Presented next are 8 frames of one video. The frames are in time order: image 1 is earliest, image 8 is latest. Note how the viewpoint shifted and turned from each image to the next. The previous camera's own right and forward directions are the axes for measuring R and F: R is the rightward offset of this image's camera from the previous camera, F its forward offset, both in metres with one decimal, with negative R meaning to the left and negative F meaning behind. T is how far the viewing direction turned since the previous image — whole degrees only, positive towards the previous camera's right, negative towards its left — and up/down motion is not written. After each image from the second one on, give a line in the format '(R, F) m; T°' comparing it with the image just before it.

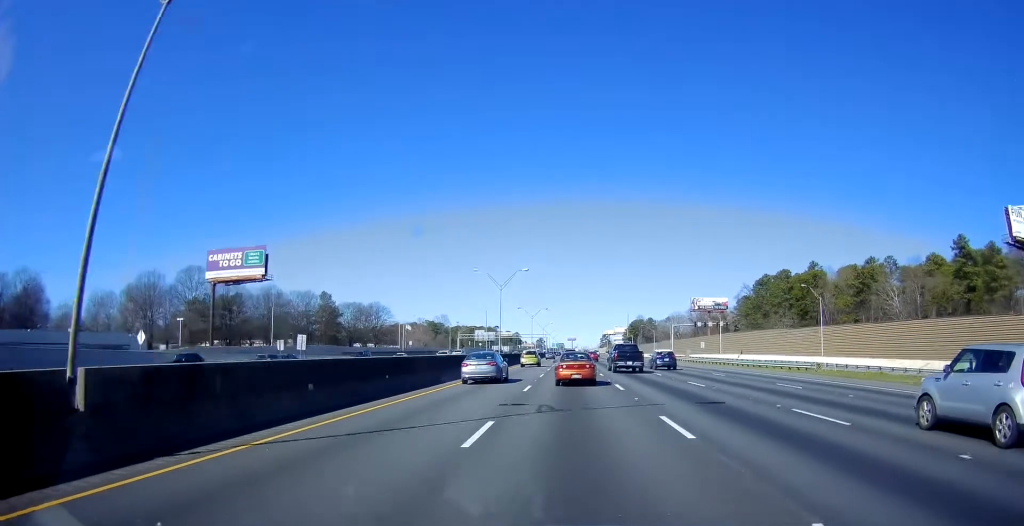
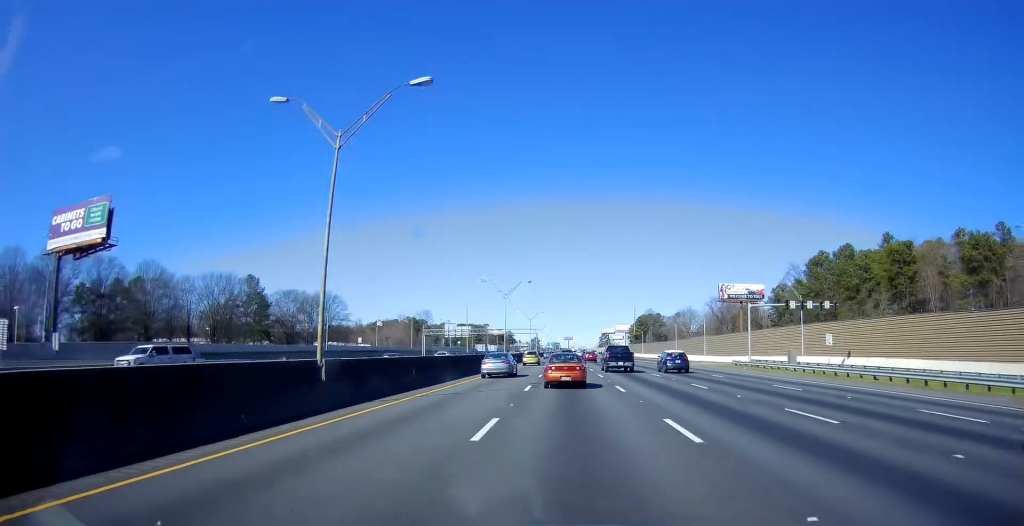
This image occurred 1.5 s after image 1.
(+0.7, +48.0) m; 0°
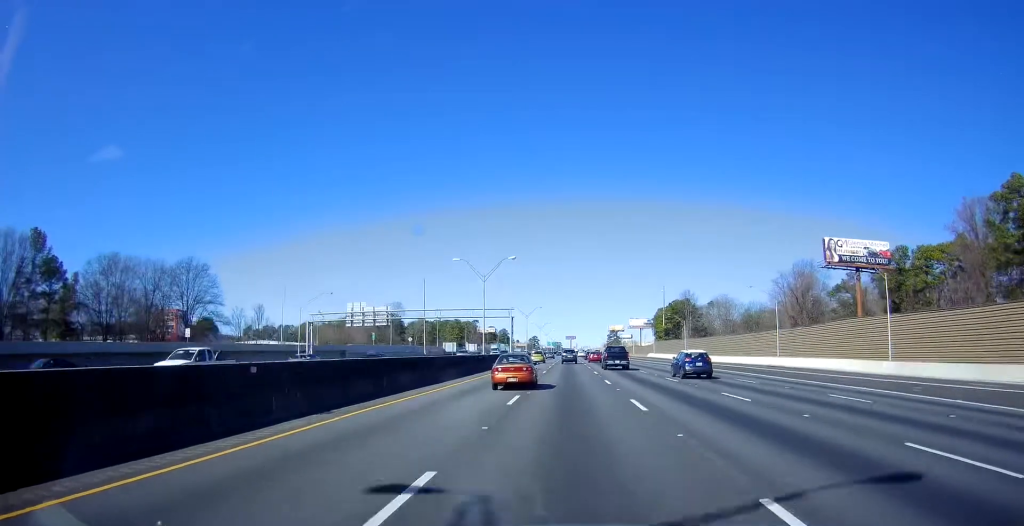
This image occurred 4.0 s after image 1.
(+0.3, +78.2) m; 0°
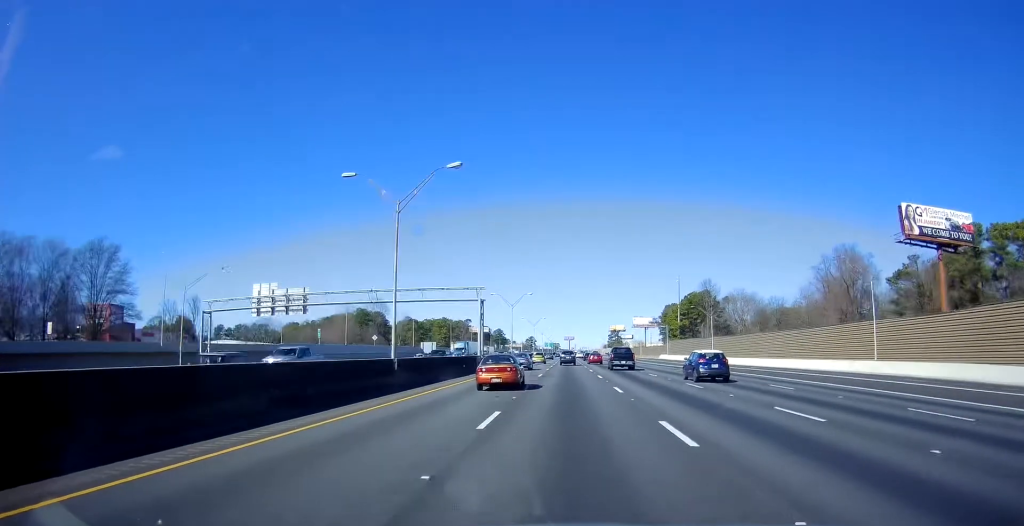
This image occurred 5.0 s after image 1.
(-0.2, +28.8) m; 0°
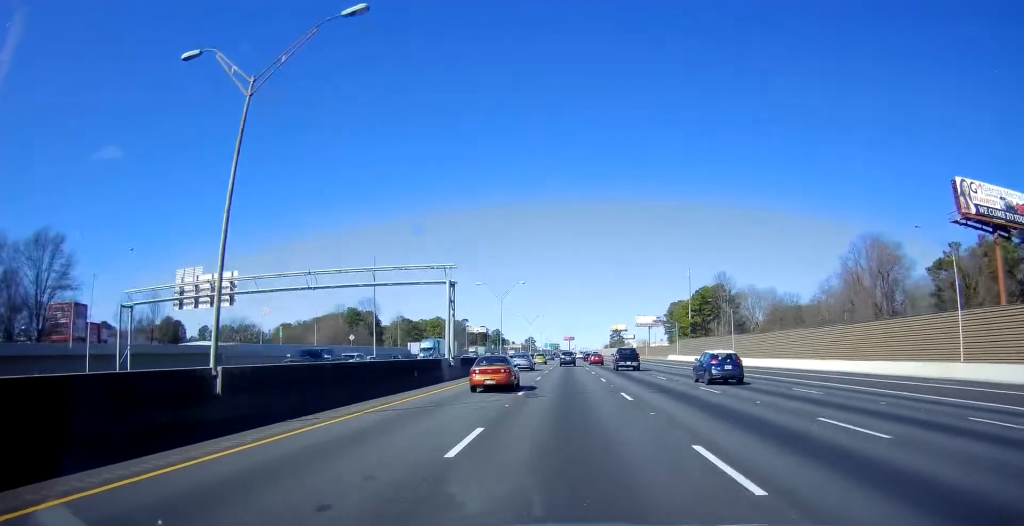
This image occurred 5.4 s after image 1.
(+0.2, +14.4) m; +1°
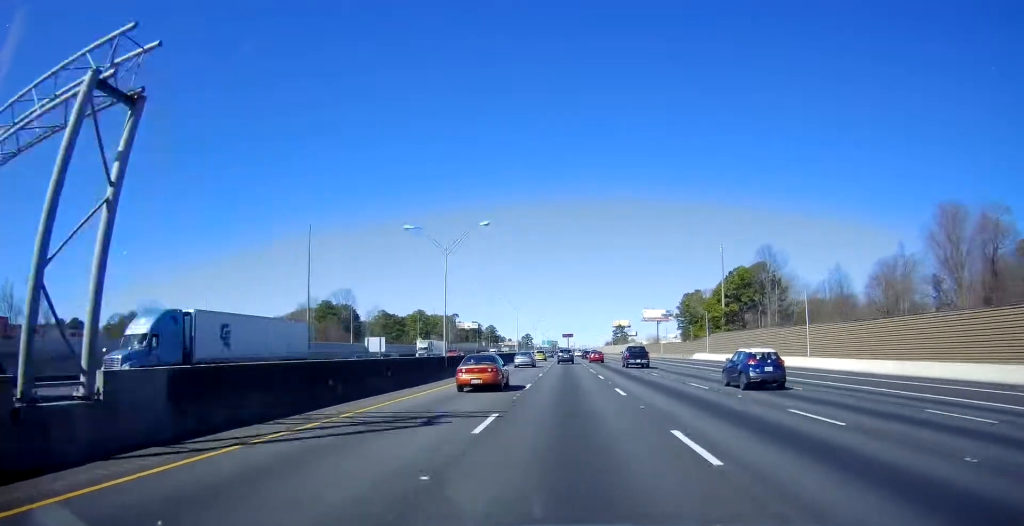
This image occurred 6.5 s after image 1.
(+0.3, +33.2) m; 0°
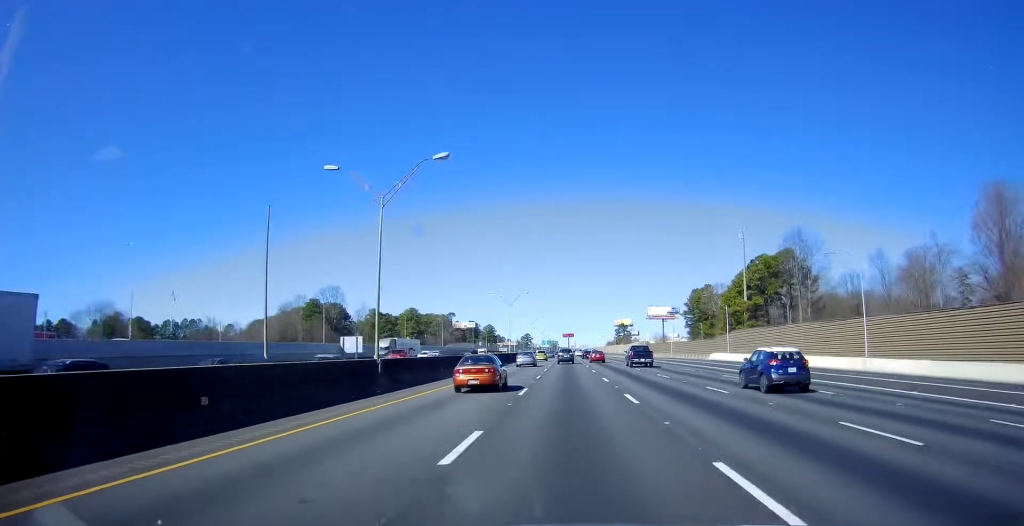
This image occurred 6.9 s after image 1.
(0.0, +14.7) m; 0°
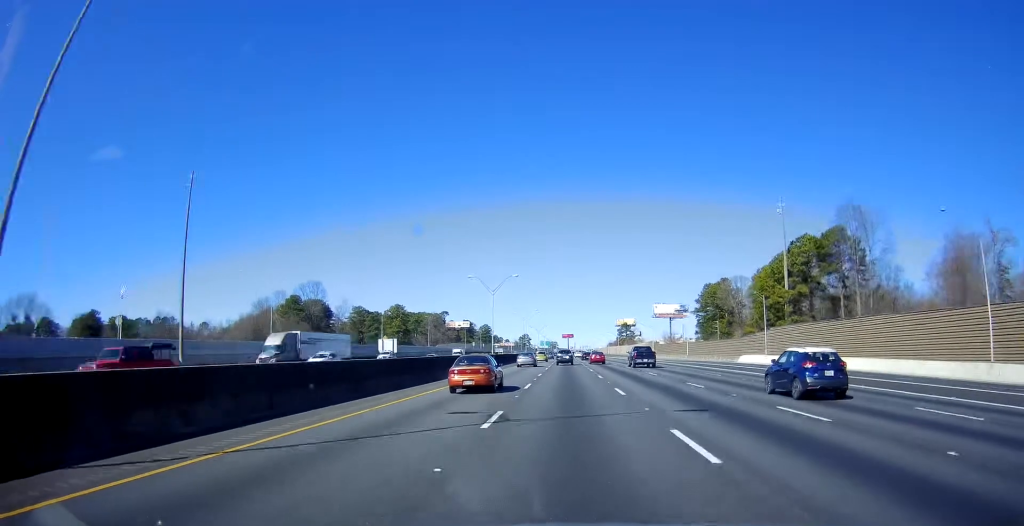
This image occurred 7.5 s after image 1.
(-0.3, +20.3) m; -1°
